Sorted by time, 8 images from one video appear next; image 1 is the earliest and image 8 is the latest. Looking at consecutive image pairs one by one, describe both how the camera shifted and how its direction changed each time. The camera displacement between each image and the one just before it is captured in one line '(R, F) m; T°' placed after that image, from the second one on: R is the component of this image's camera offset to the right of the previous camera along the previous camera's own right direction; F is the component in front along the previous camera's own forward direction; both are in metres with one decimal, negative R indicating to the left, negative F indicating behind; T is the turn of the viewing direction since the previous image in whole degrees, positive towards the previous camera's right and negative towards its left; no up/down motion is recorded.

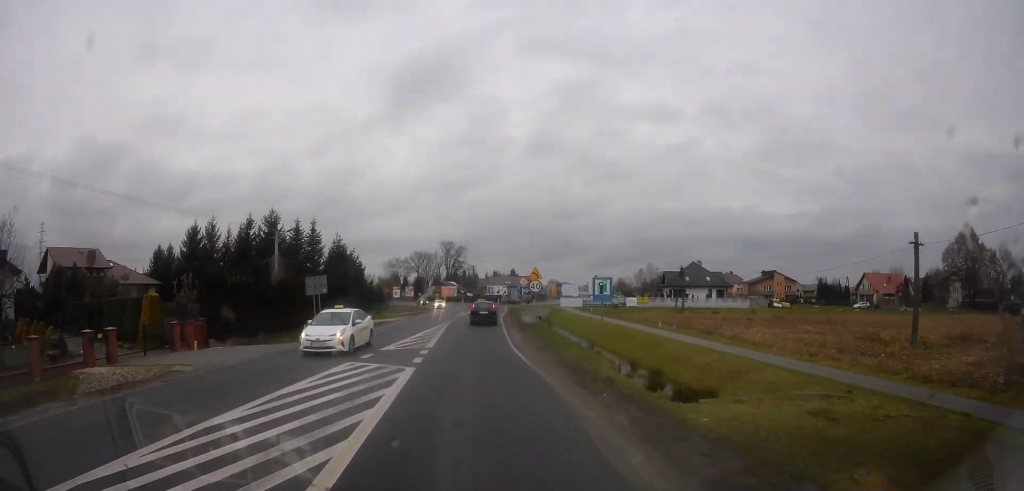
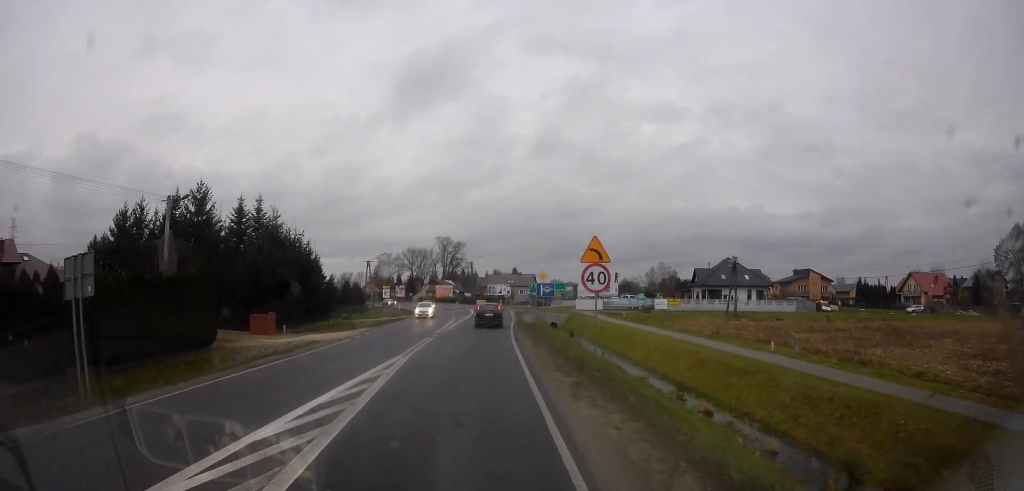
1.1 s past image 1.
(+0.1, +16.4) m; +2°
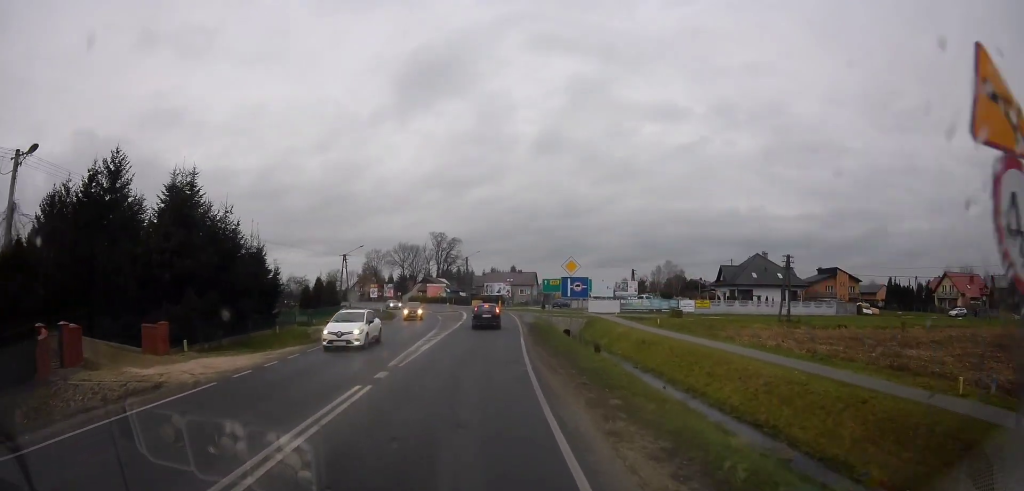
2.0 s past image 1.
(+0.2, +12.5) m; +2°
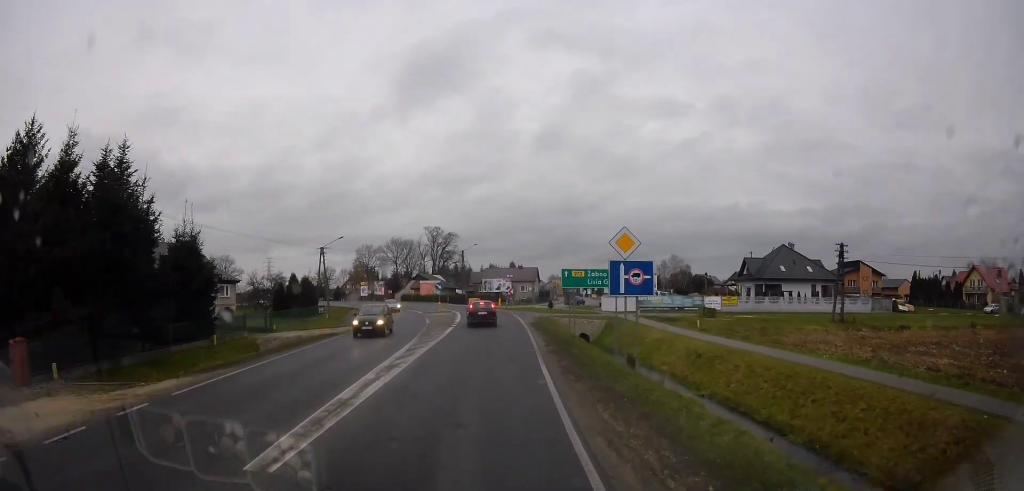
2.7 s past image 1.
(+0.1, +9.0) m; +2°
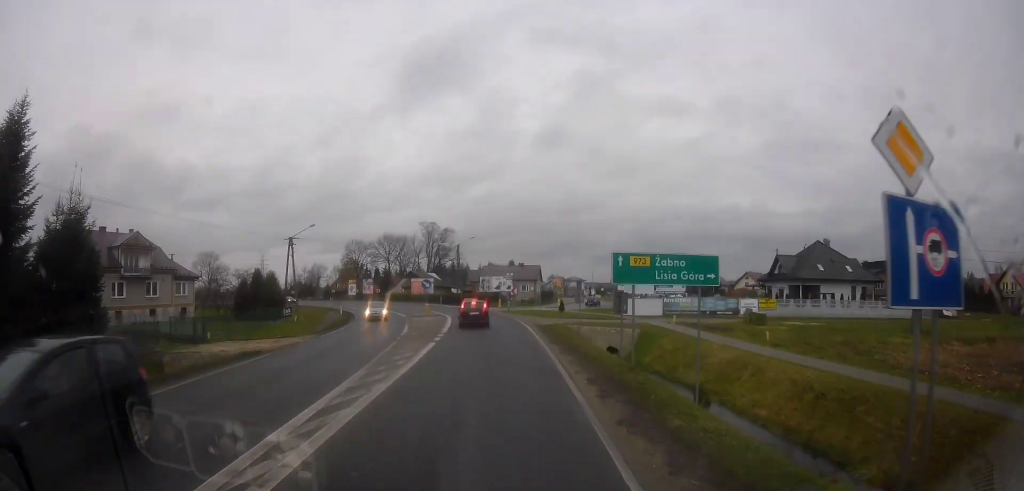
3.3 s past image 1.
(+0.2, +9.6) m; +2°
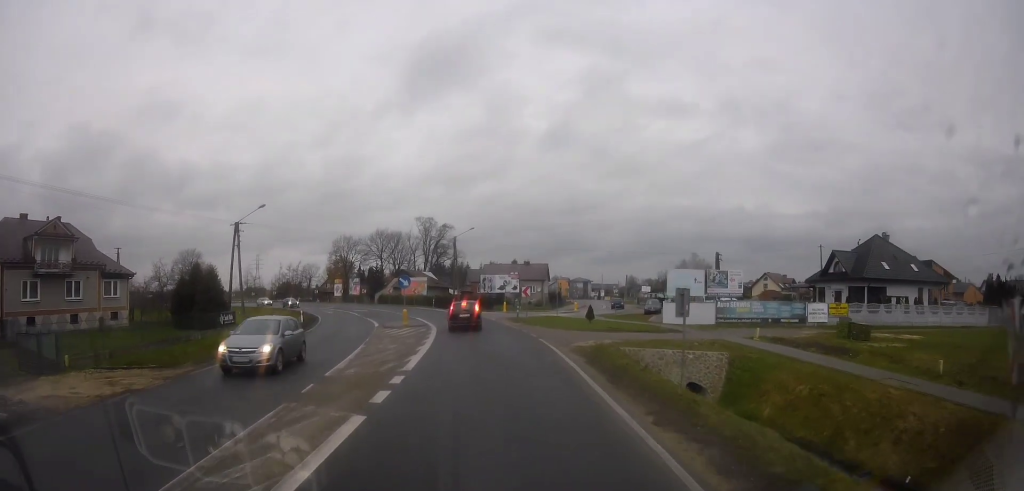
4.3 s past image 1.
(+0.3, +12.3) m; -4°
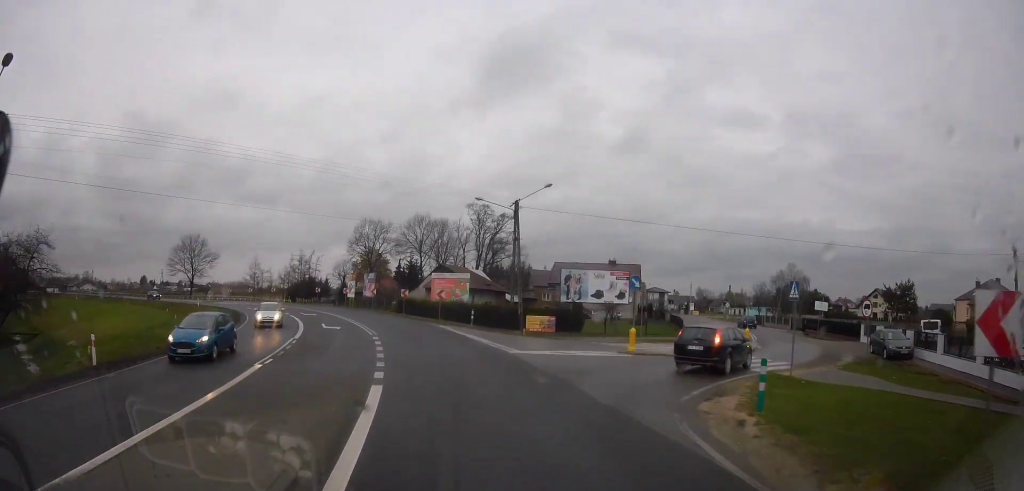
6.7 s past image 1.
(-4.5, +28.6) m; -12°
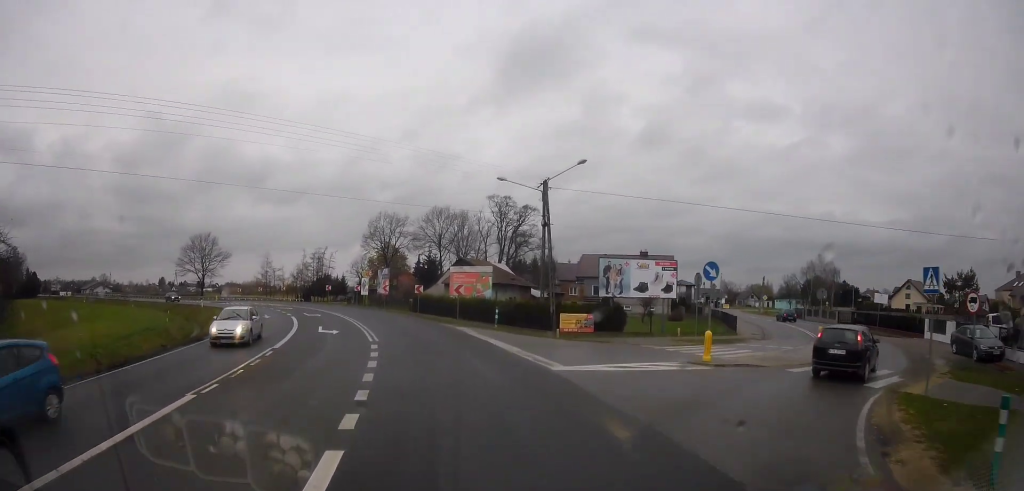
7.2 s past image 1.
(-0.3, +5.1) m; 0°
